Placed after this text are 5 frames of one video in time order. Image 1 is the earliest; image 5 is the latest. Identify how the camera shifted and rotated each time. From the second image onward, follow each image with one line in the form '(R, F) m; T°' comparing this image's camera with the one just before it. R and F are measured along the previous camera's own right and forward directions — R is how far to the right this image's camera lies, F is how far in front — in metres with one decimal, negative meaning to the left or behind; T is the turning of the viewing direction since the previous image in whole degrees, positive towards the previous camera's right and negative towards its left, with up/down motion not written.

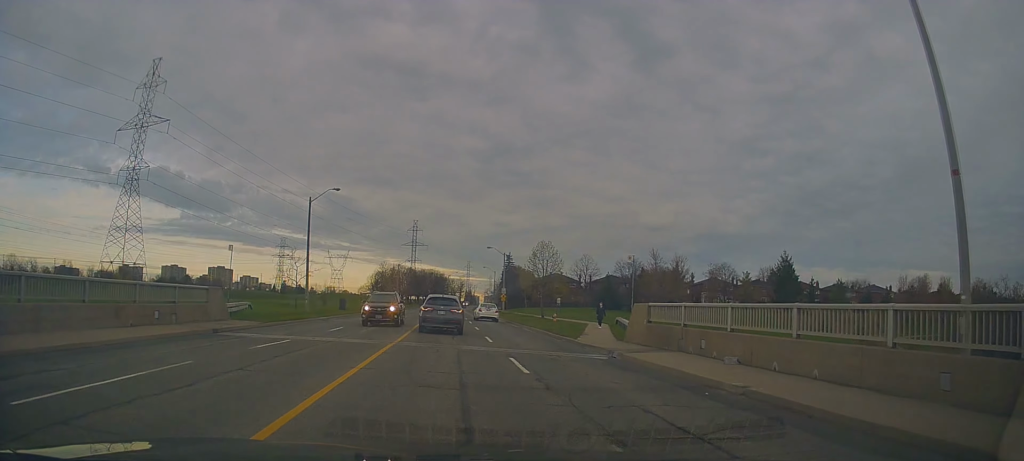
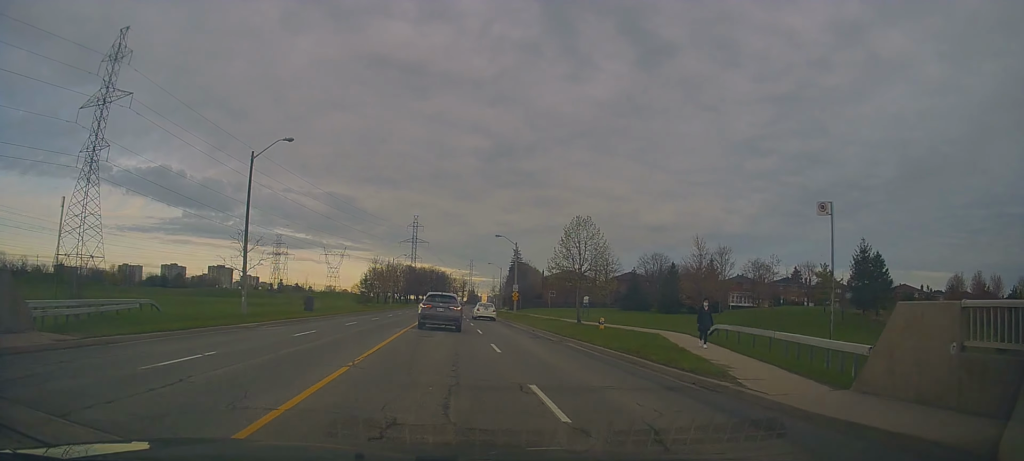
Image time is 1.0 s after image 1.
(-0.2, +13.5) m; 0°
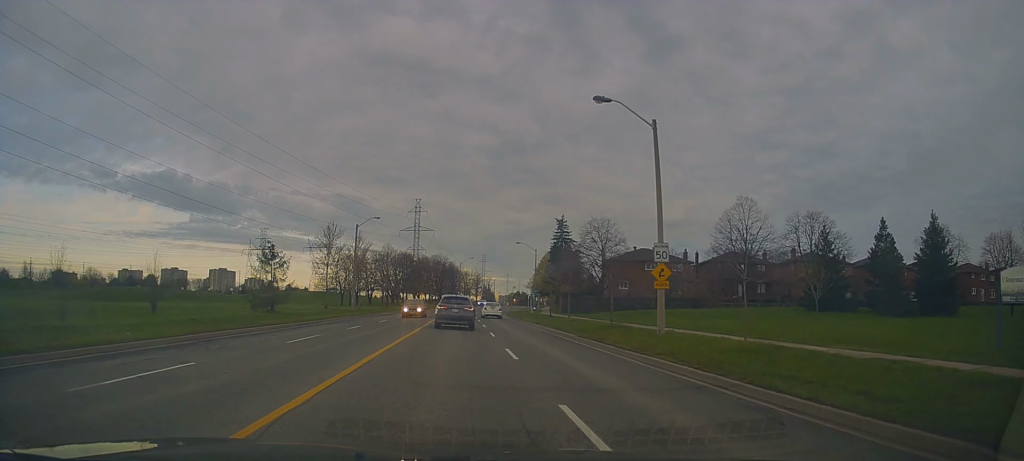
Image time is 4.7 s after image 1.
(-0.4, +46.6) m; -1°
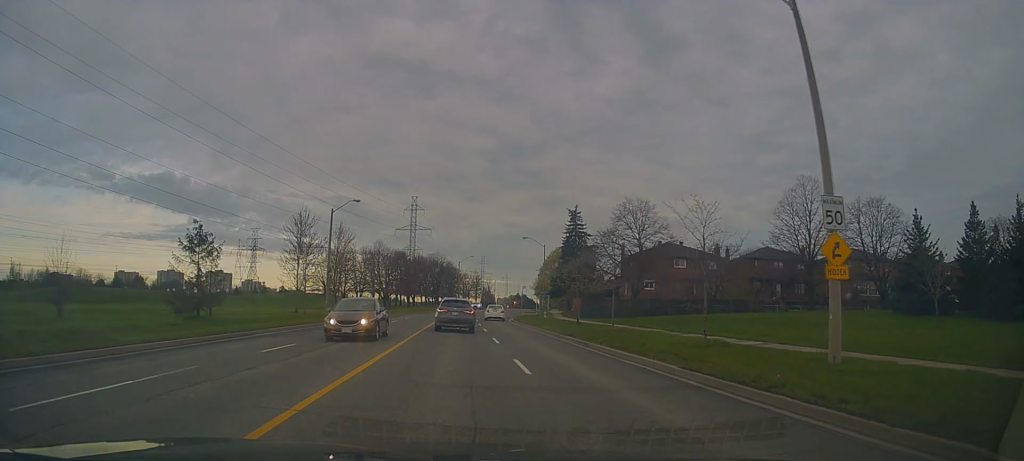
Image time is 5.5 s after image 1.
(-0.3, +10.9) m; +1°
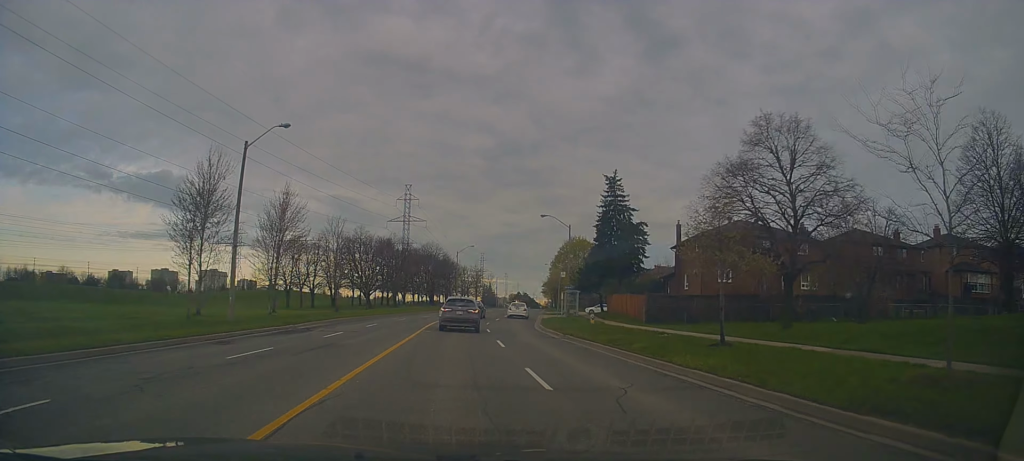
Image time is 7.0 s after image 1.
(+0.3, +19.8) m; -1°
